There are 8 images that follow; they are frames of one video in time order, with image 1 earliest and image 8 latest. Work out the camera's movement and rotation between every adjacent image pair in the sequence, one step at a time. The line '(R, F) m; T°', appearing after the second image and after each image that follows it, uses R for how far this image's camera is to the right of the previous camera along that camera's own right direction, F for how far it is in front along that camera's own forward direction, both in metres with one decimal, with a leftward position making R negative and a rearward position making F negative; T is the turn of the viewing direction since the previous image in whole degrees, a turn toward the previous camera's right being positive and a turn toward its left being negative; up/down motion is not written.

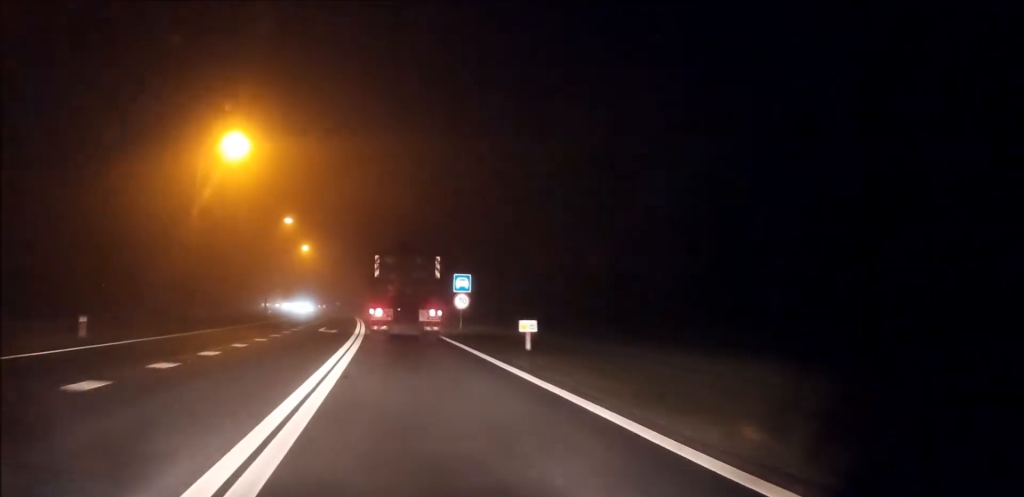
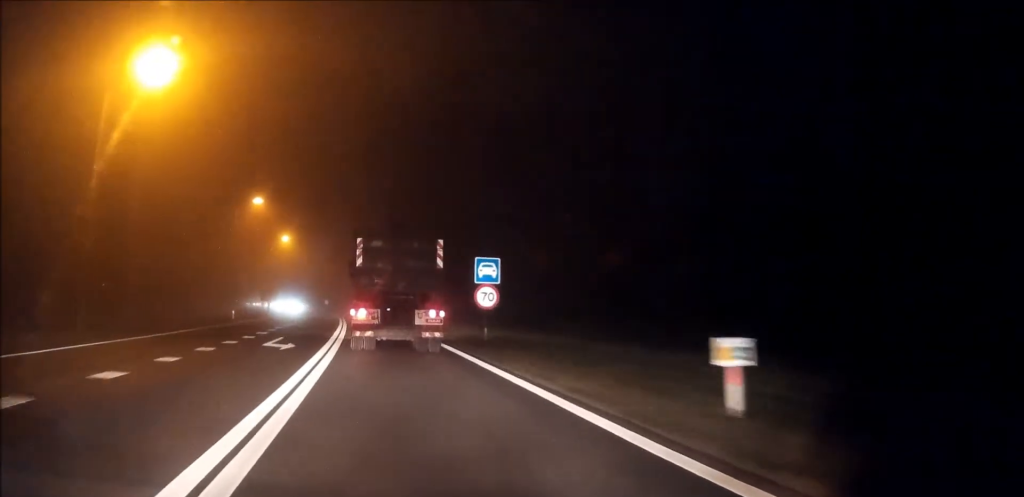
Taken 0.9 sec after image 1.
(-0.1, +13.1) m; 0°
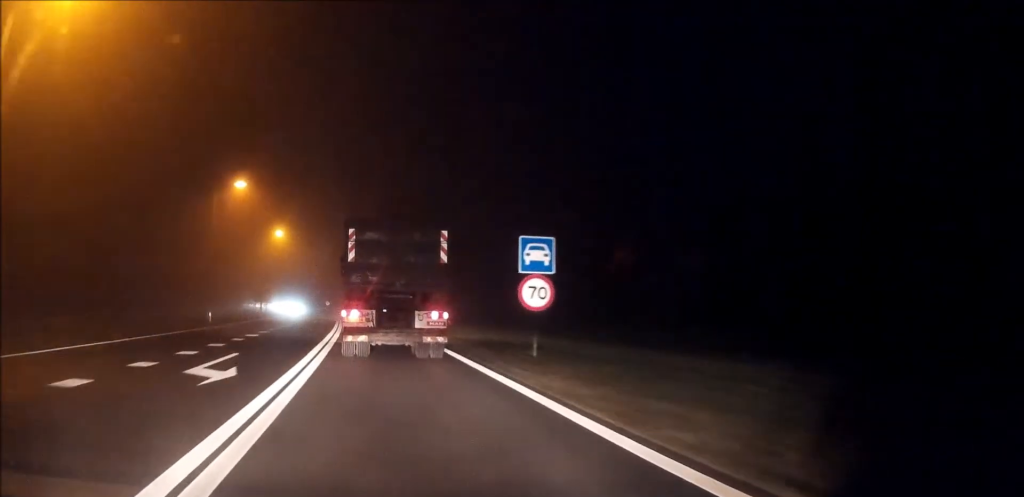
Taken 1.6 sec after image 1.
(0.0, +9.2) m; 0°
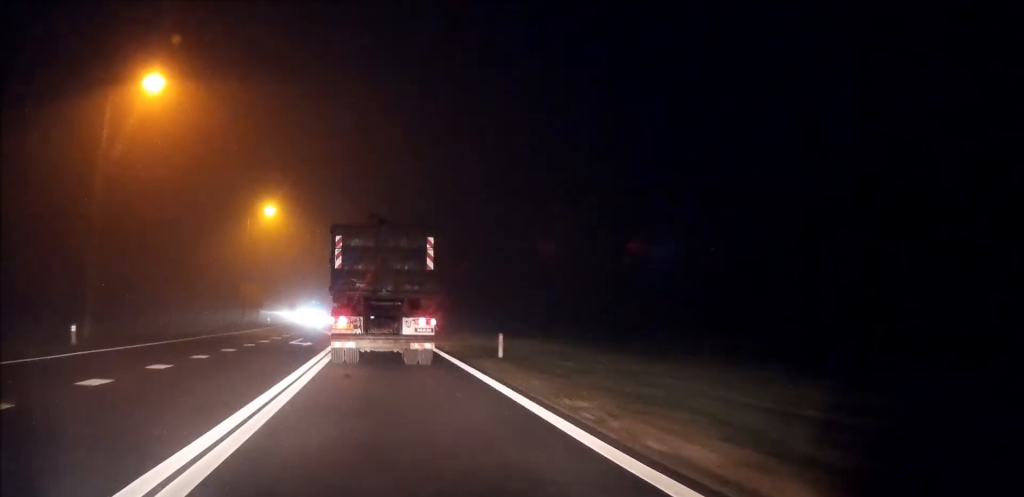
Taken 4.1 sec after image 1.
(-0.6, +26.9) m; -3°
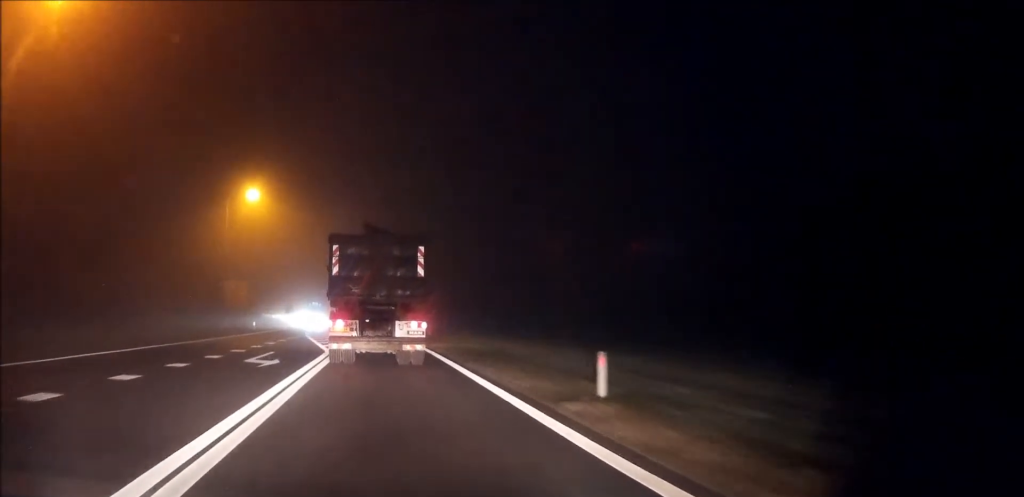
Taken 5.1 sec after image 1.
(+0.1, +10.2) m; -1°
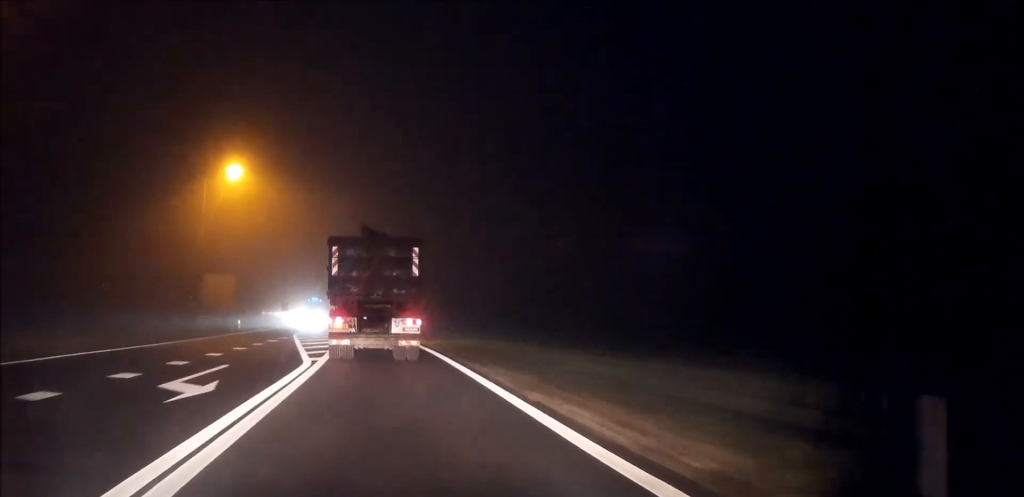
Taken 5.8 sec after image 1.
(-0.1, +7.9) m; 0°
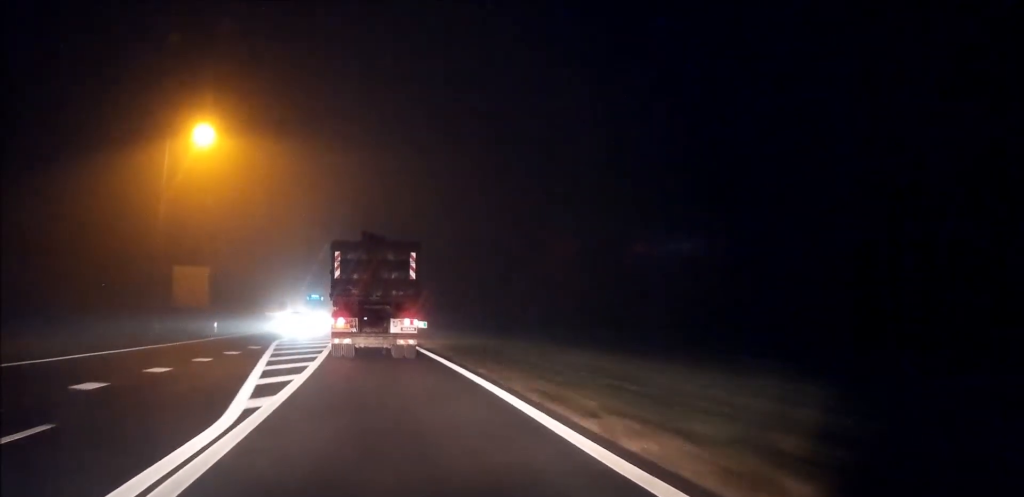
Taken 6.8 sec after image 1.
(0.0, +10.4) m; 0°
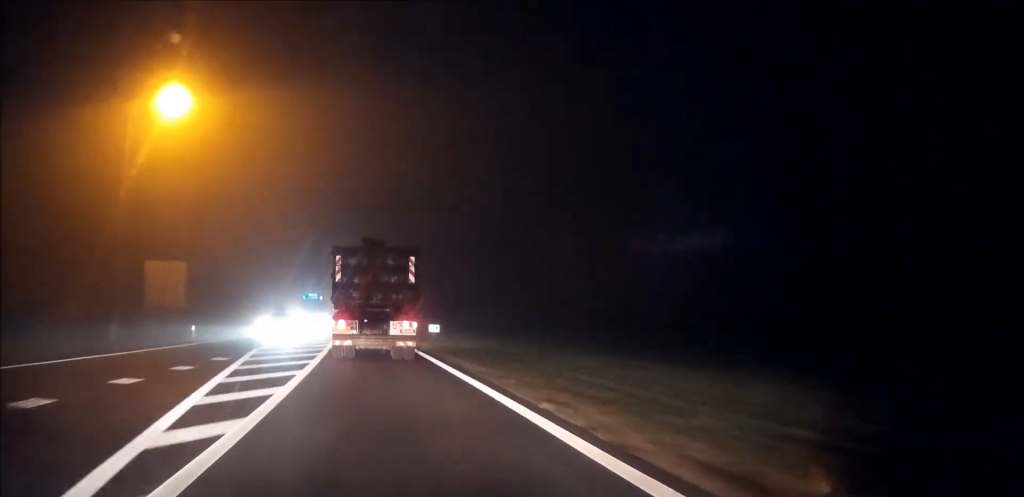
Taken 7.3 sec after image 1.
(0.0, +6.6) m; 0°
